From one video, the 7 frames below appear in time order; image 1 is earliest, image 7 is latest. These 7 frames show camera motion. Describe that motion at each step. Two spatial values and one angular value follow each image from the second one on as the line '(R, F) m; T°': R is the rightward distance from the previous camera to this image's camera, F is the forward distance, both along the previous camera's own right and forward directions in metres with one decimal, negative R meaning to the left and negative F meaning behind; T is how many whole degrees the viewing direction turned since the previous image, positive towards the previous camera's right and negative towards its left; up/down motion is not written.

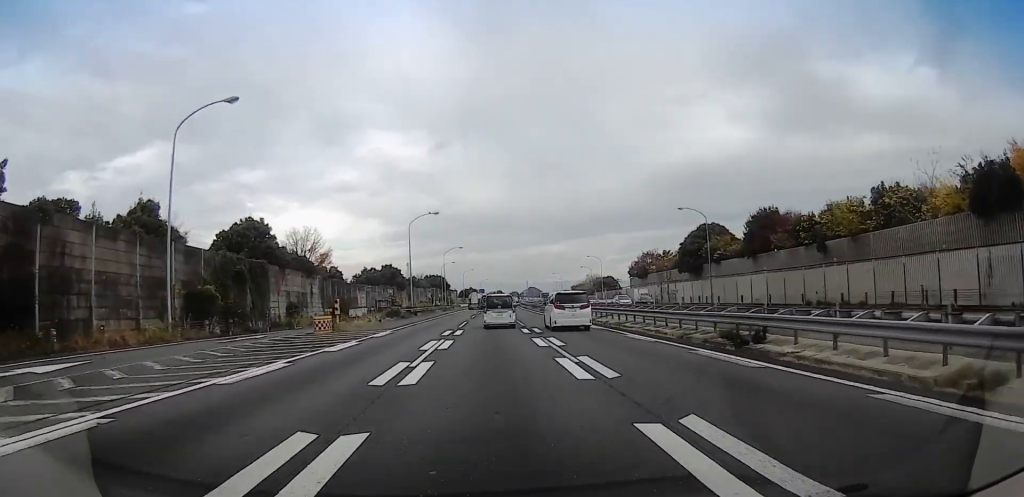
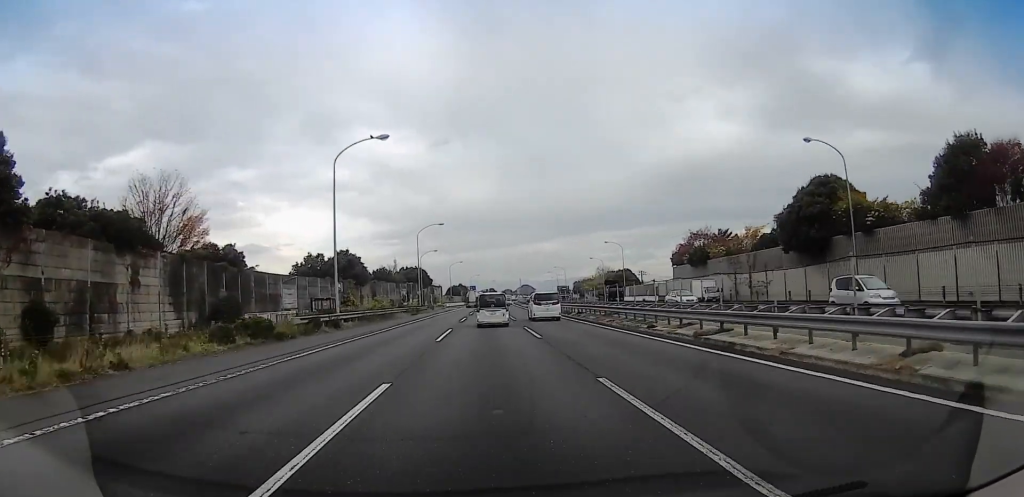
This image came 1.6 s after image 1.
(-1.9, +32.8) m; -2°
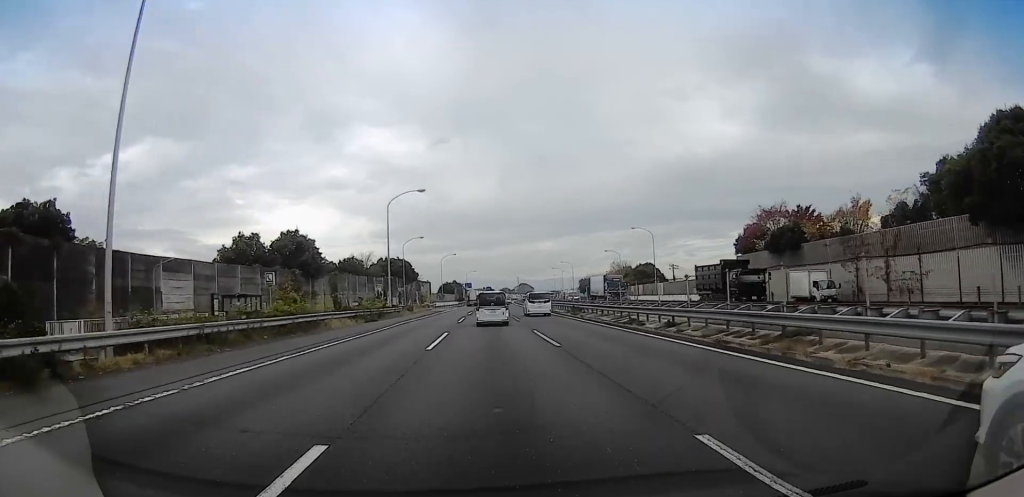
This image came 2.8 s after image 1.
(+1.4, +24.4) m; +2°
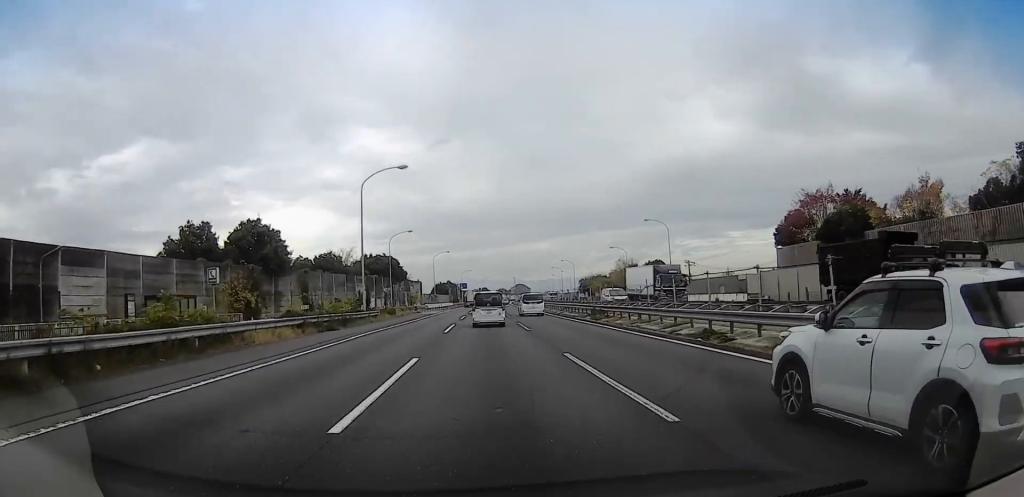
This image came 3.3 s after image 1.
(+0.2, +11.3) m; -2°
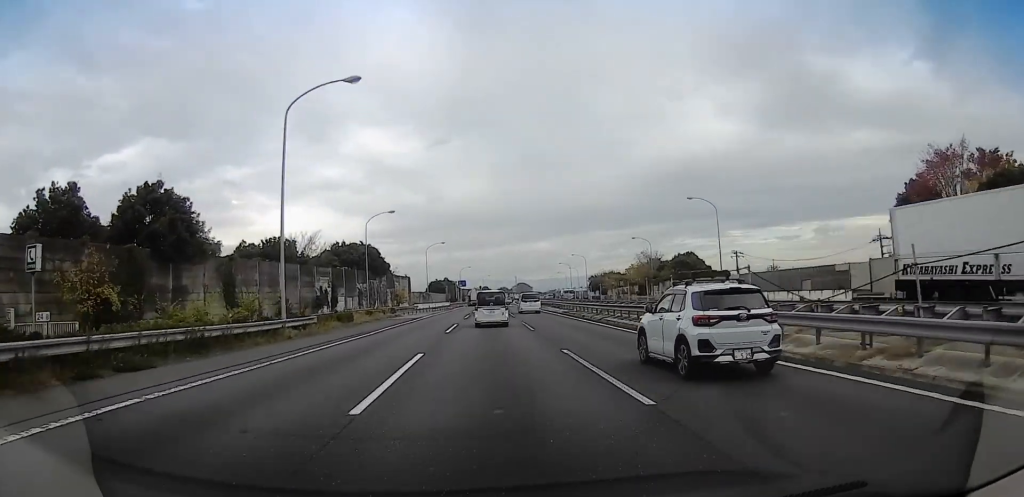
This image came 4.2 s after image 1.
(-1.0, +19.4) m; -1°
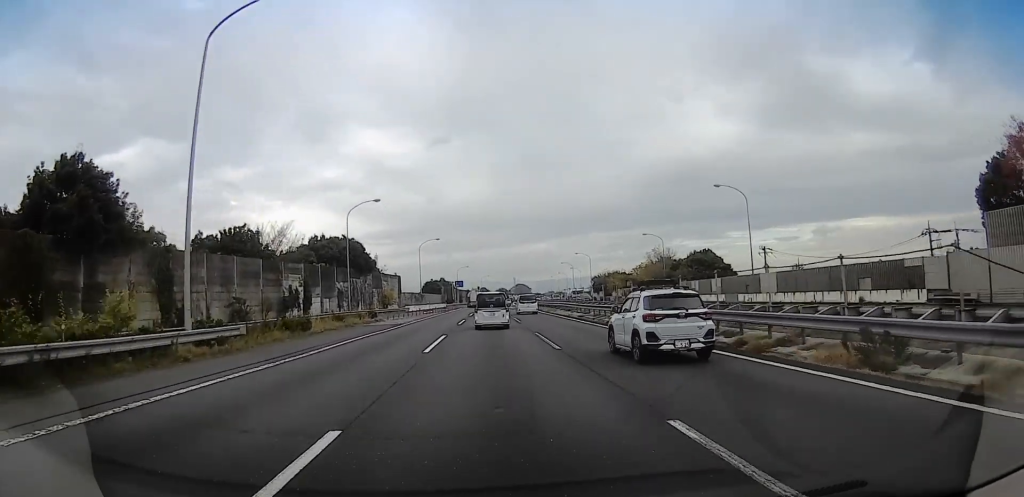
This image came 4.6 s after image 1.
(-0.2, +9.6) m; 0°
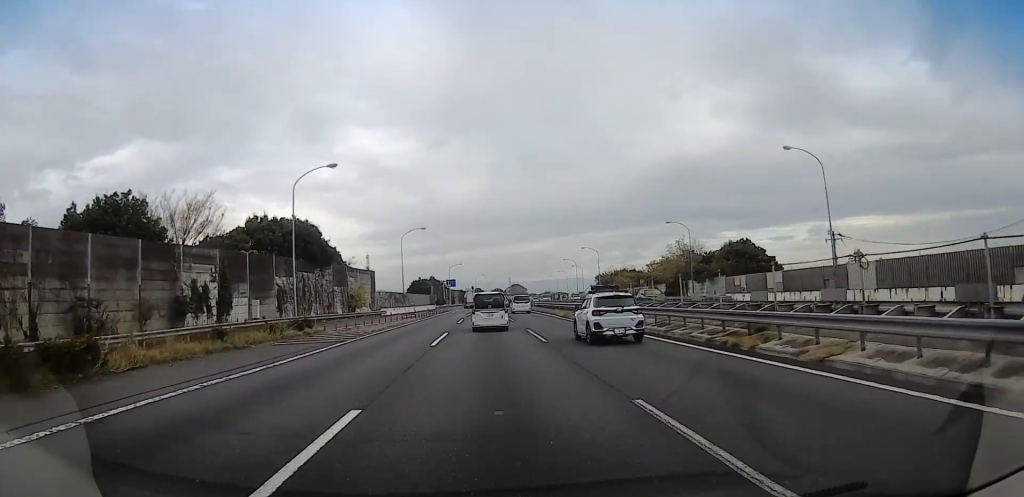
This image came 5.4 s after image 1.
(+0.8, +18.1) m; +1°
